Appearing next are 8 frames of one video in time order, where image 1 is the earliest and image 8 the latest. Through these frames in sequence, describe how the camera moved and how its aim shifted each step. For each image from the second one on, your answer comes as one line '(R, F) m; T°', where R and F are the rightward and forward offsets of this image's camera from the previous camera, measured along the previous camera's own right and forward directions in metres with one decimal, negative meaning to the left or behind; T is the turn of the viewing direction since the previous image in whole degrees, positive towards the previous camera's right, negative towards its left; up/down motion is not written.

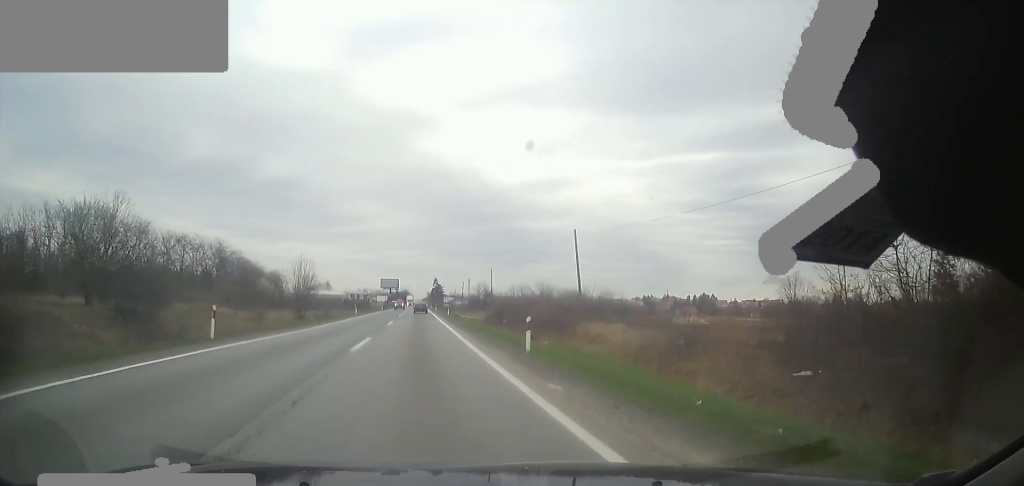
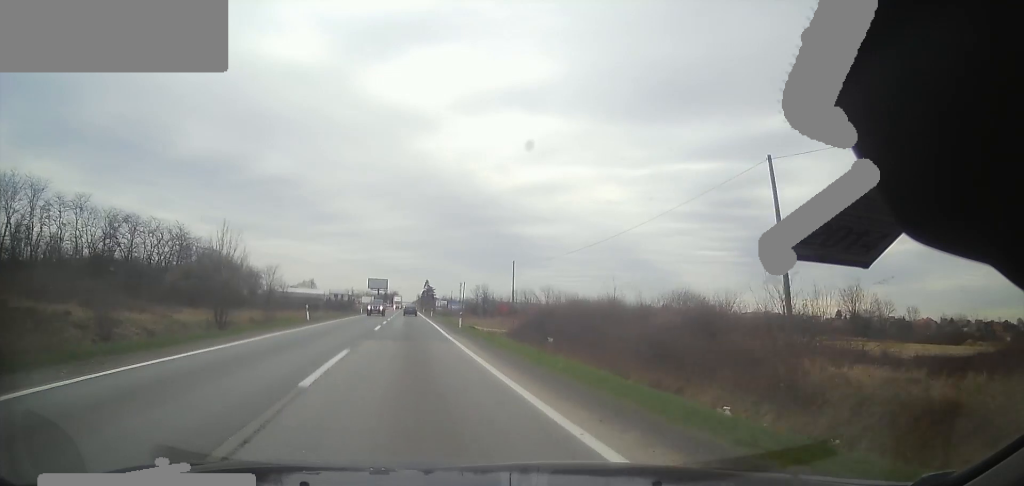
(0.0, +27.6) m; 0°
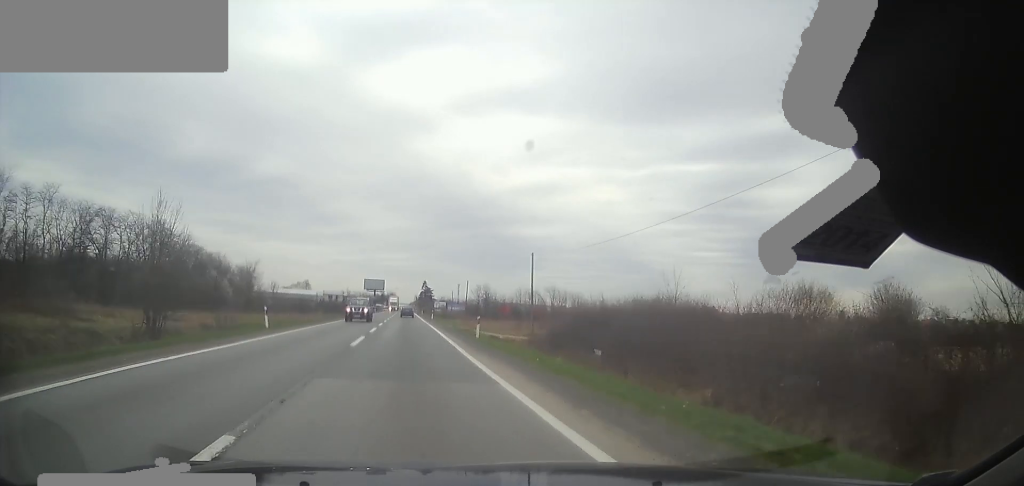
(0.0, +10.8) m; 0°
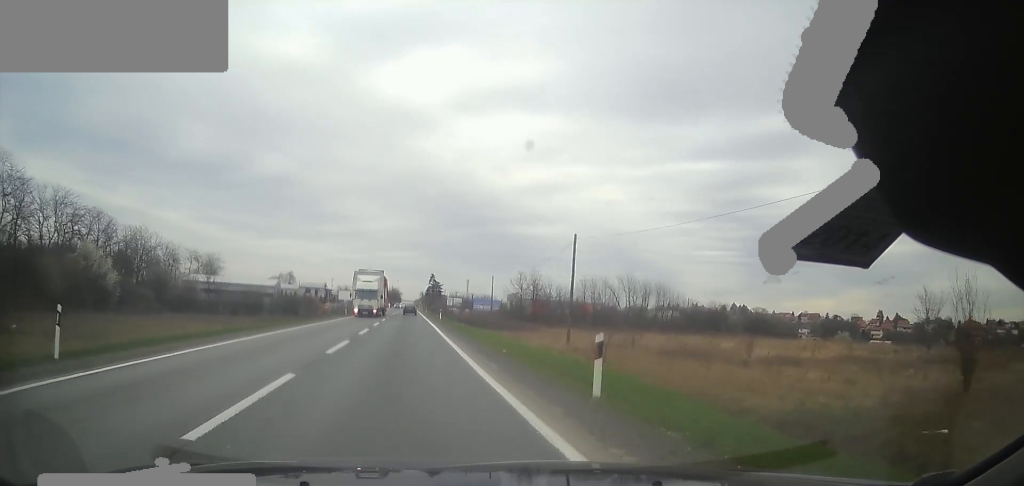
(+0.1, +64.0) m; 0°
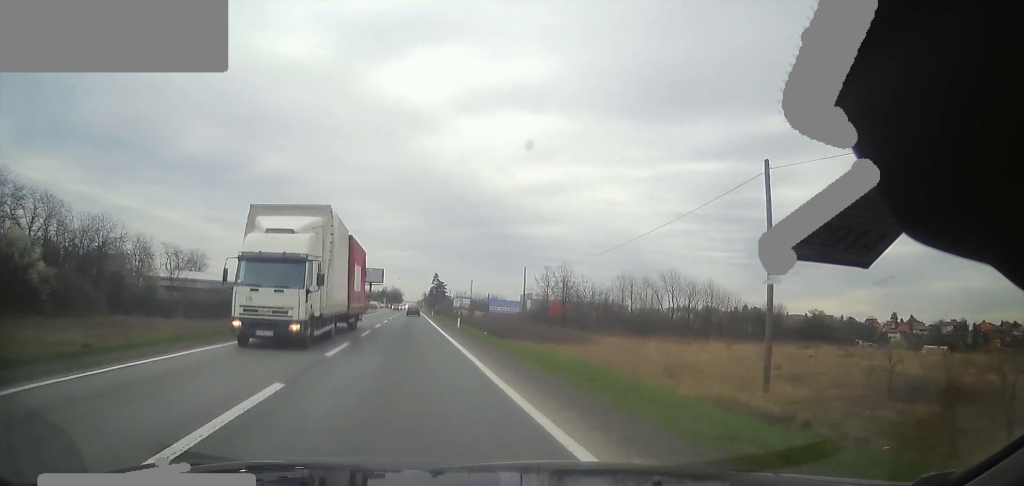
(0.0, +20.6) m; 0°
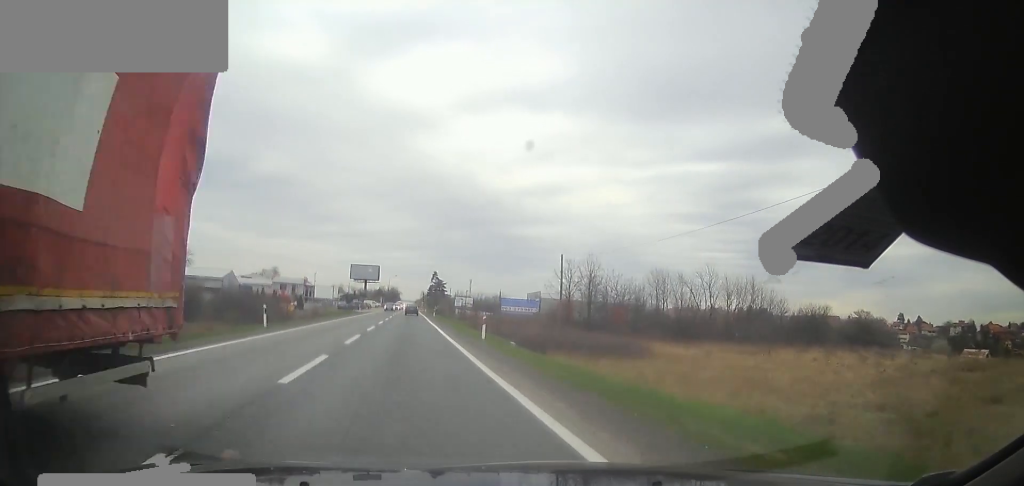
(0.0, +14.7) m; 0°
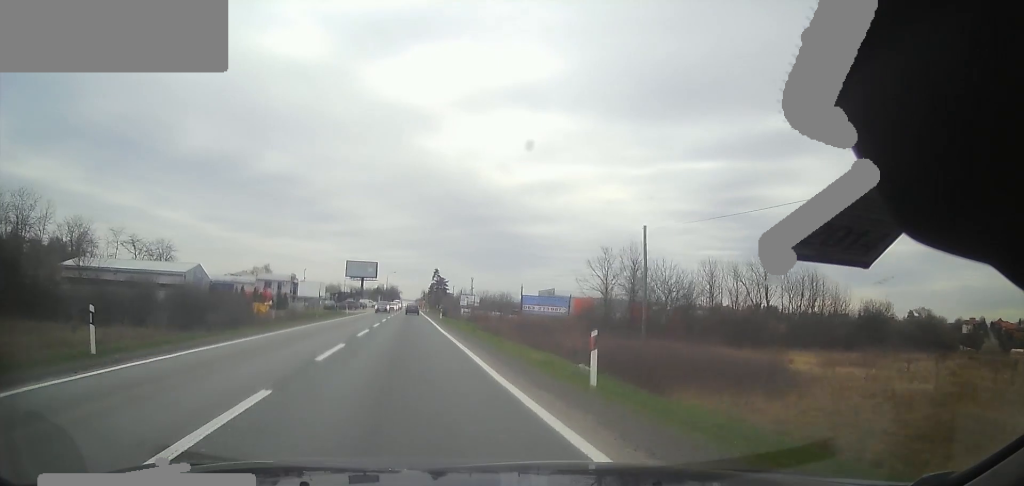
(0.0, +15.6) m; 0°
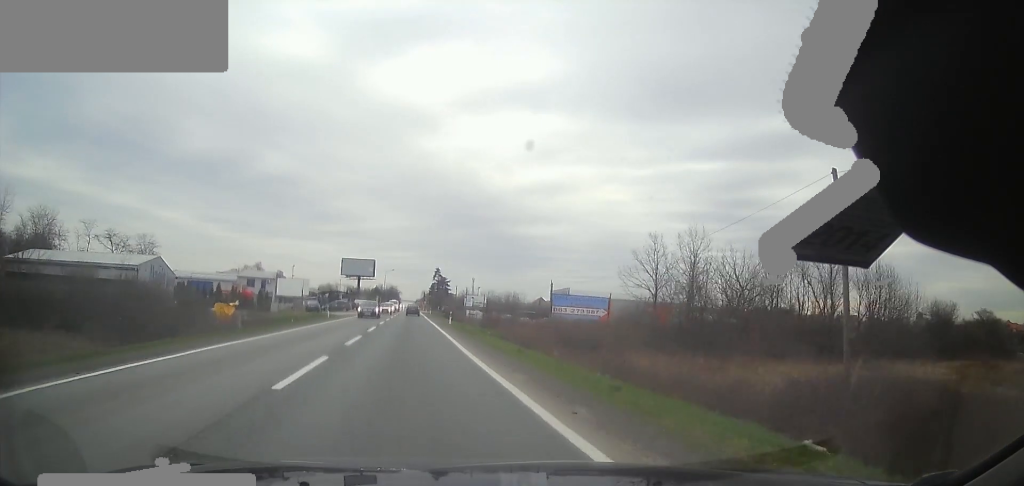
(0.0, +13.6) m; +1°
